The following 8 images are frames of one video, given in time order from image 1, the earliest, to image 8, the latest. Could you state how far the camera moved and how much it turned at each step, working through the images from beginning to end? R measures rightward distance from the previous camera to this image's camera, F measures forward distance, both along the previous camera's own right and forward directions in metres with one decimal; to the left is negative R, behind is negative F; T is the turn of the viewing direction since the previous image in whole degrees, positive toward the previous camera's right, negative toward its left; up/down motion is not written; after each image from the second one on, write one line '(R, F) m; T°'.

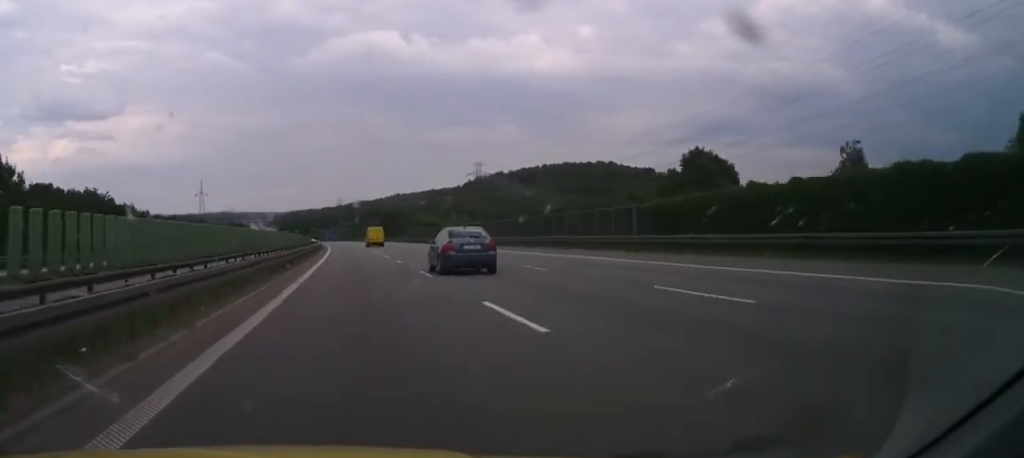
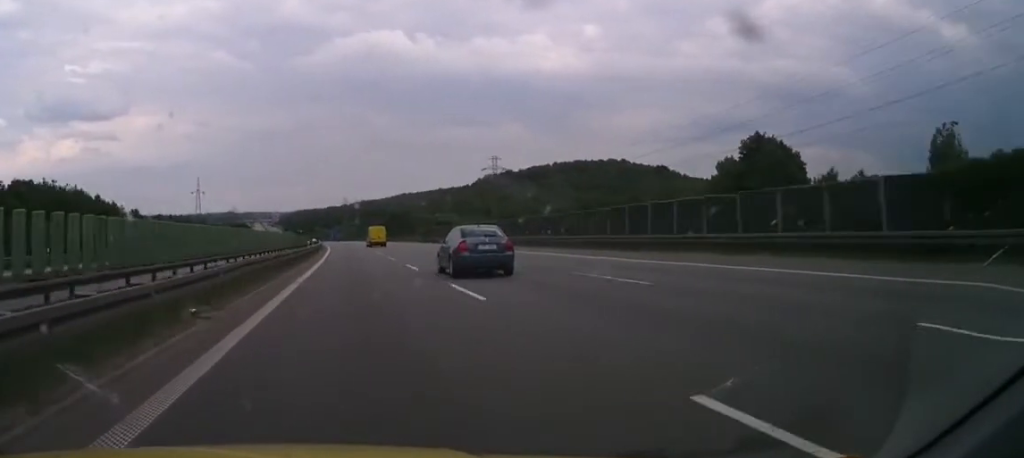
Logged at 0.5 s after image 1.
(0.0, +19.4) m; 0°
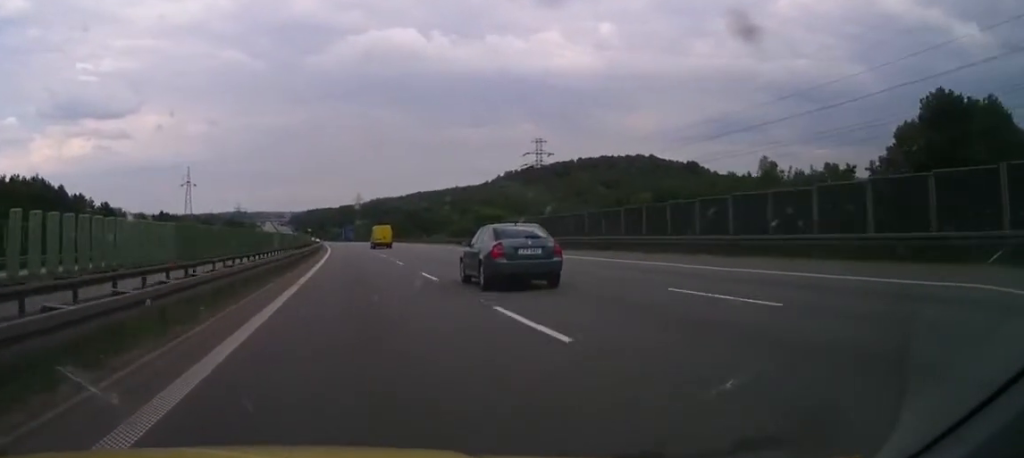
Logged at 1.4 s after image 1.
(-0.1, +40.3) m; -2°
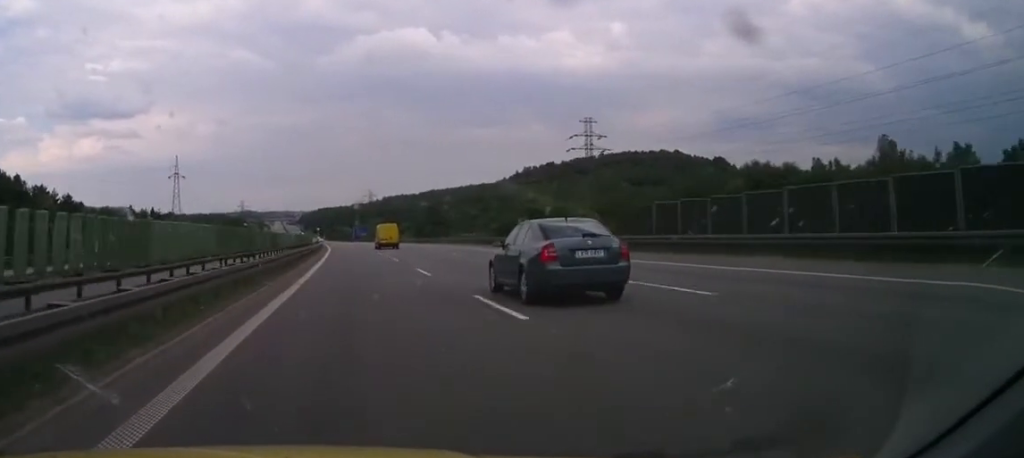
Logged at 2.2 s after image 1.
(-0.7, +33.3) m; -4°
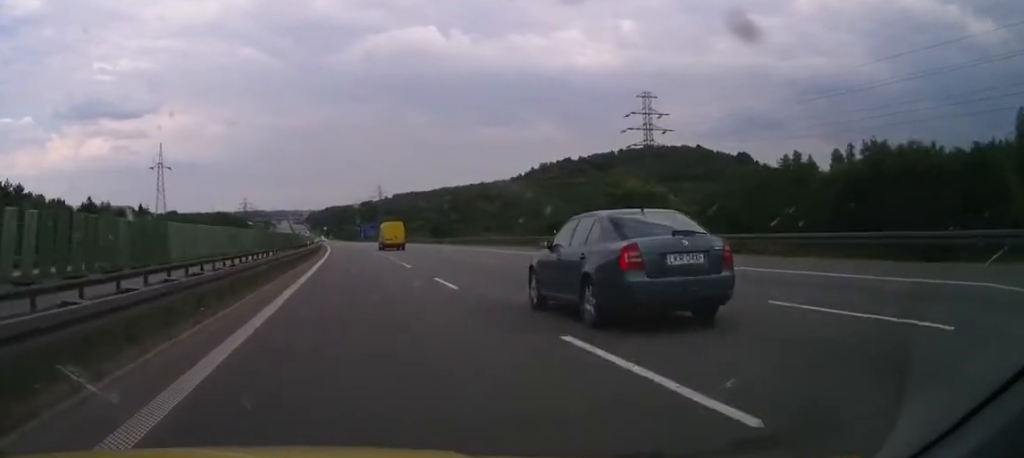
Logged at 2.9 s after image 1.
(-1.3, +29.0) m; -2°
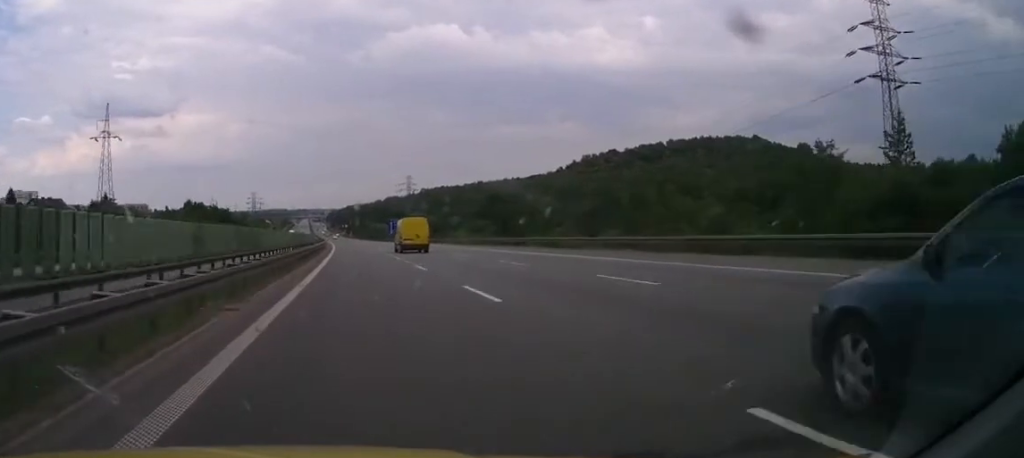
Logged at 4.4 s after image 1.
(-1.2, +62.3) m; -1°
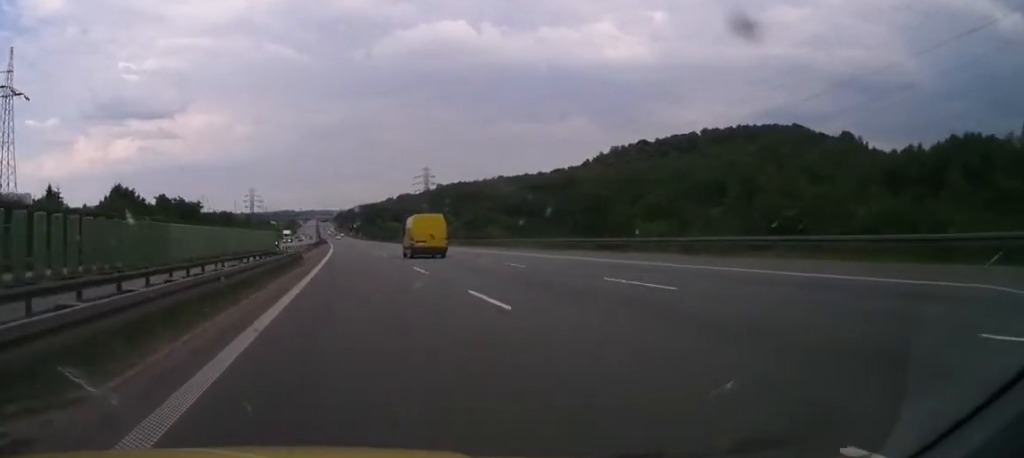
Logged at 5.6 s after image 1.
(0.0, +48.4) m; 0°
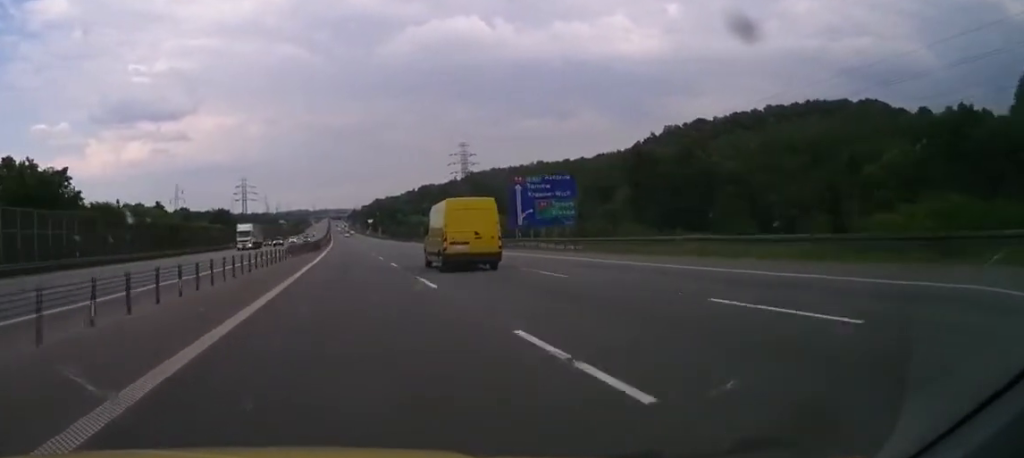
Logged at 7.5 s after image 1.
(+0.1, +78.9) m; 0°
